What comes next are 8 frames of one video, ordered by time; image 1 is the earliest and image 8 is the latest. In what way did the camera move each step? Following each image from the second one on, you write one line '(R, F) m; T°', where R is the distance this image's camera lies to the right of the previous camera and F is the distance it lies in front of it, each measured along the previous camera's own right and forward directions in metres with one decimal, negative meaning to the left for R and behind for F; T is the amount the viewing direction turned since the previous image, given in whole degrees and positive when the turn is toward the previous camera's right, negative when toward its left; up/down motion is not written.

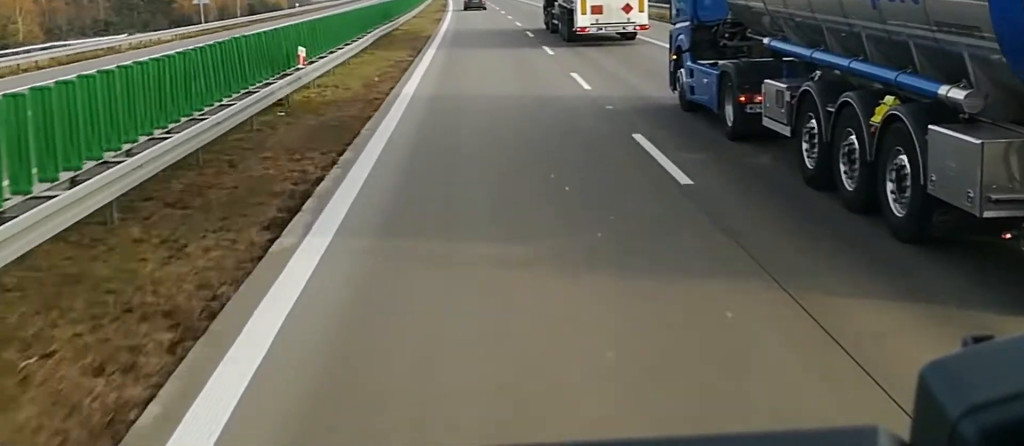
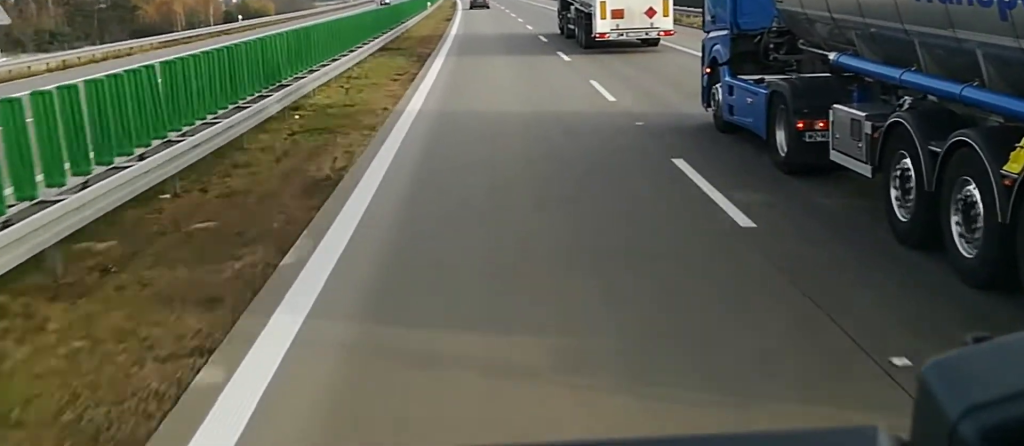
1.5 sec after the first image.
(-0.5, +38.0) m; -2°
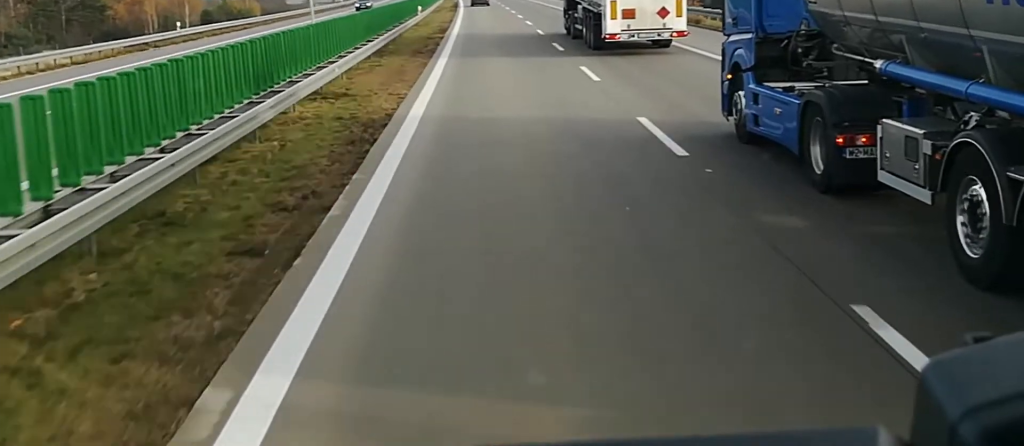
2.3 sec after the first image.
(-0.2, +19.4) m; -1°
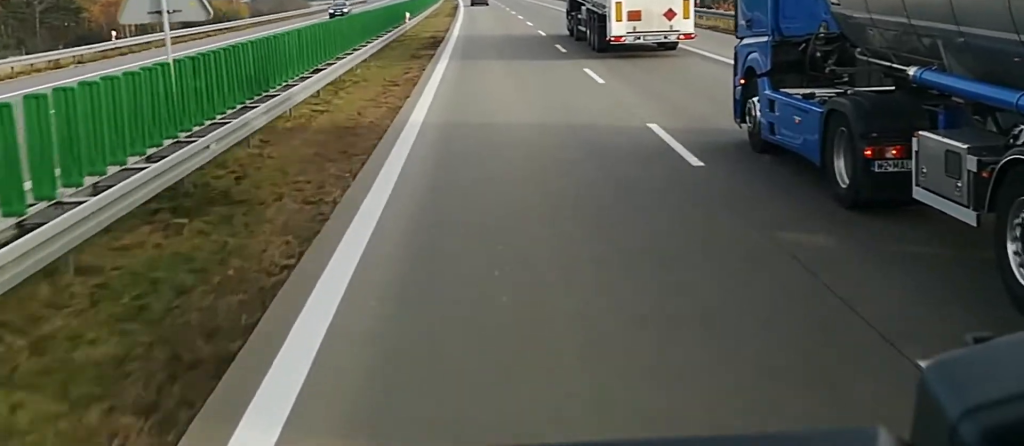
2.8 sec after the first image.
(-0.3, +12.7) m; 0°
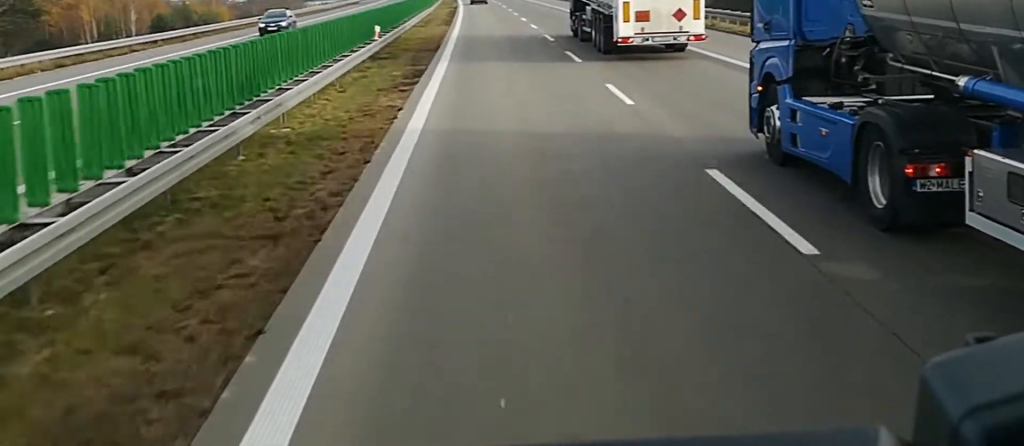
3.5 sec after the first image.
(+0.3, +16.9) m; +1°
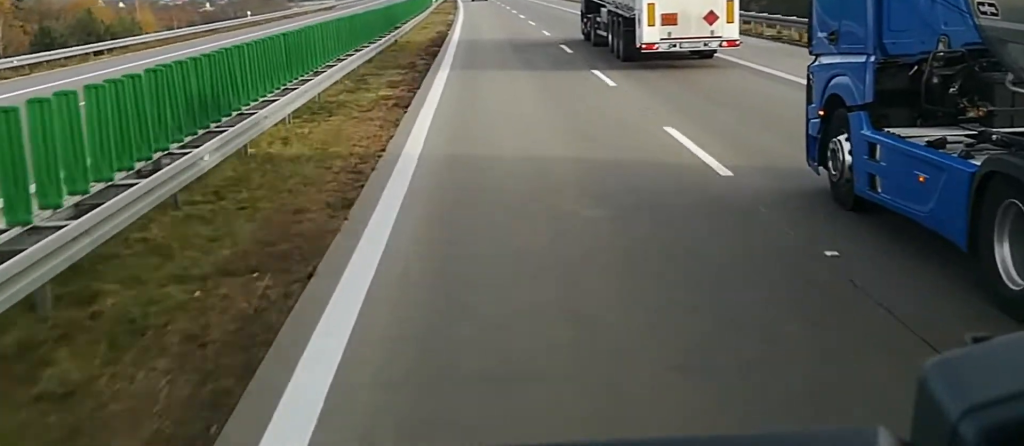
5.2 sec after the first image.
(0.0, +44.5) m; -1°
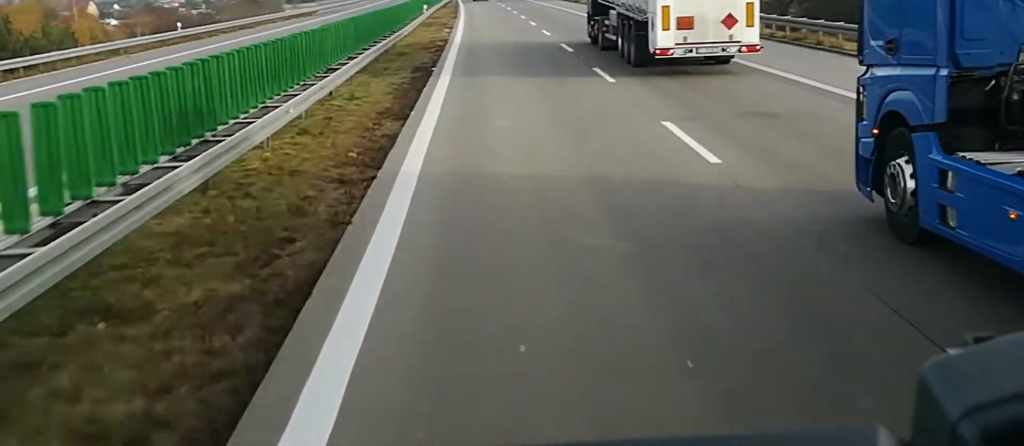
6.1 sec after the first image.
(-0.2, +22.5) m; 0°
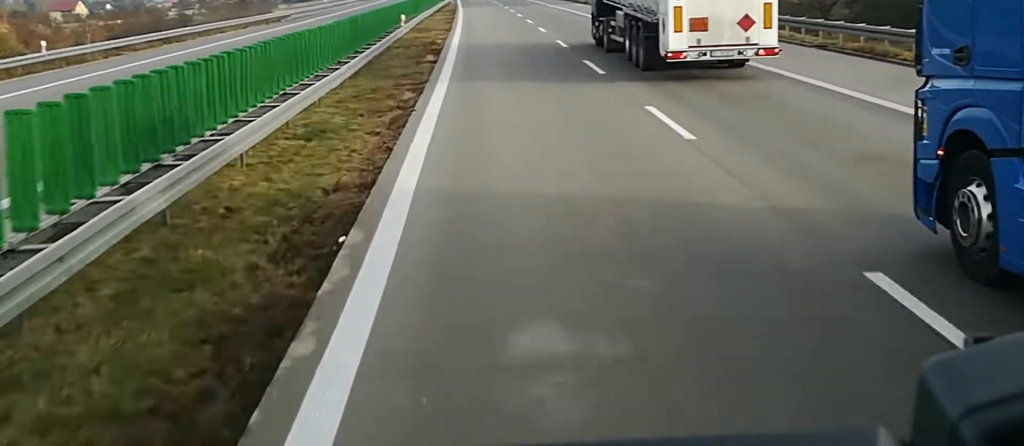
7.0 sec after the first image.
(+0.3, +20.8) m; 0°
